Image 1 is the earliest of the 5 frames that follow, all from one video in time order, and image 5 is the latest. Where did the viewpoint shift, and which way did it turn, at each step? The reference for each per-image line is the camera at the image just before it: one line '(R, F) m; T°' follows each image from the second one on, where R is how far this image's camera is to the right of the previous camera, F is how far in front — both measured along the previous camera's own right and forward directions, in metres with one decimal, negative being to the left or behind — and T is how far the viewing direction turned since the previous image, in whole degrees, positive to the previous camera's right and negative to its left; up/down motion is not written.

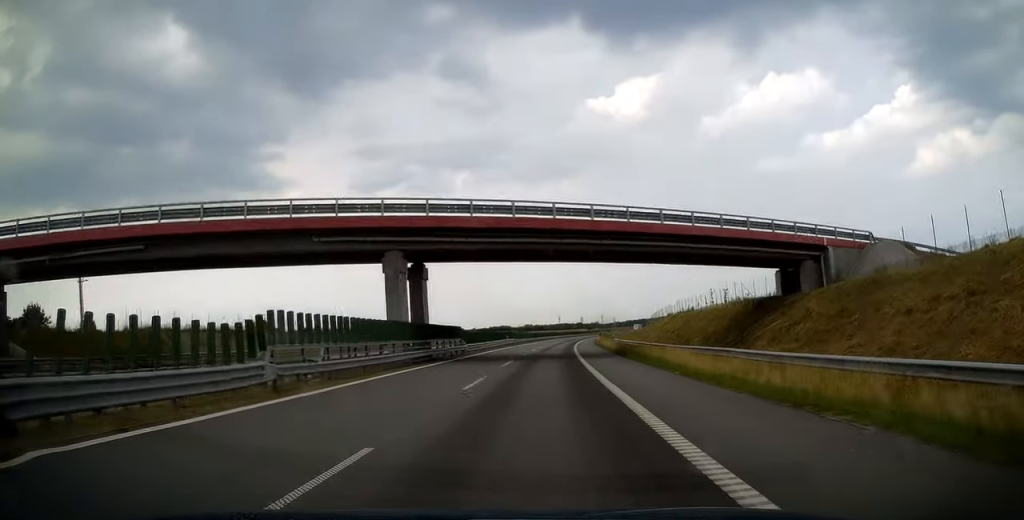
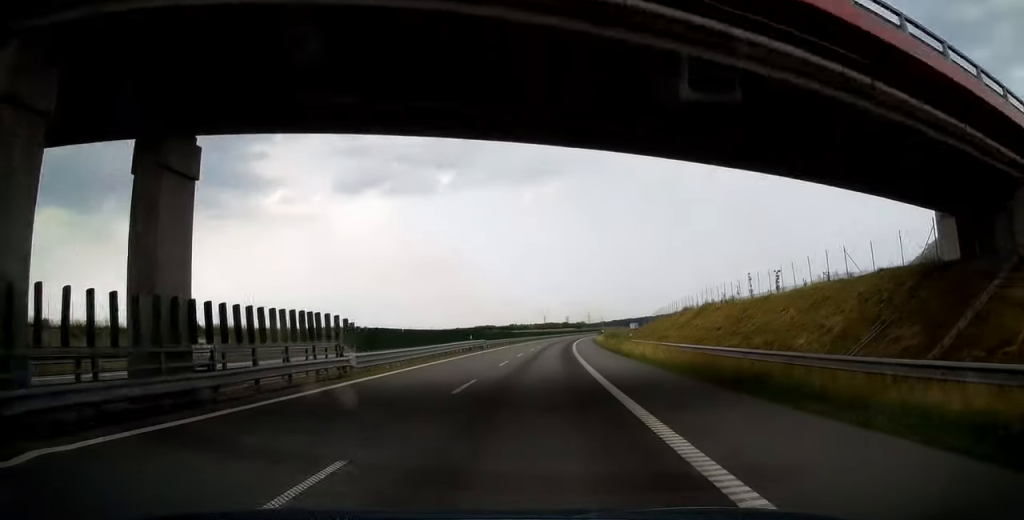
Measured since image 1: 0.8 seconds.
(+0.6, +24.8) m; +1°
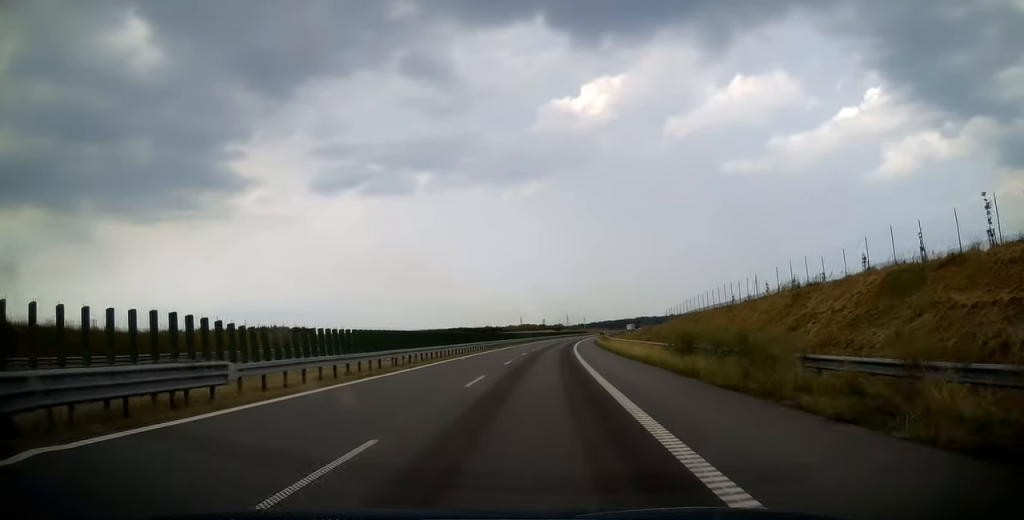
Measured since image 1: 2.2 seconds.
(+0.7, +45.9) m; +2°
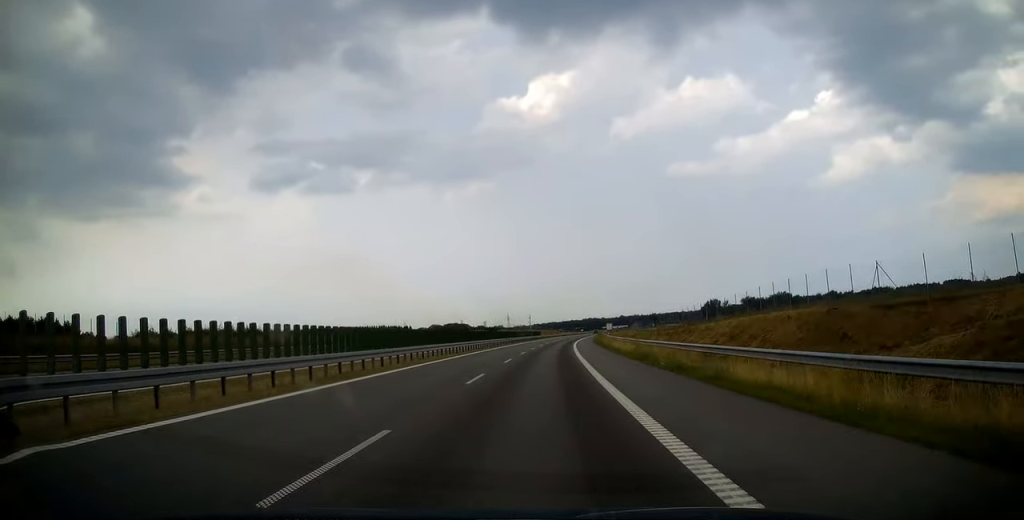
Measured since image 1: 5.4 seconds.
(+4.8, +106.1) m; +5°
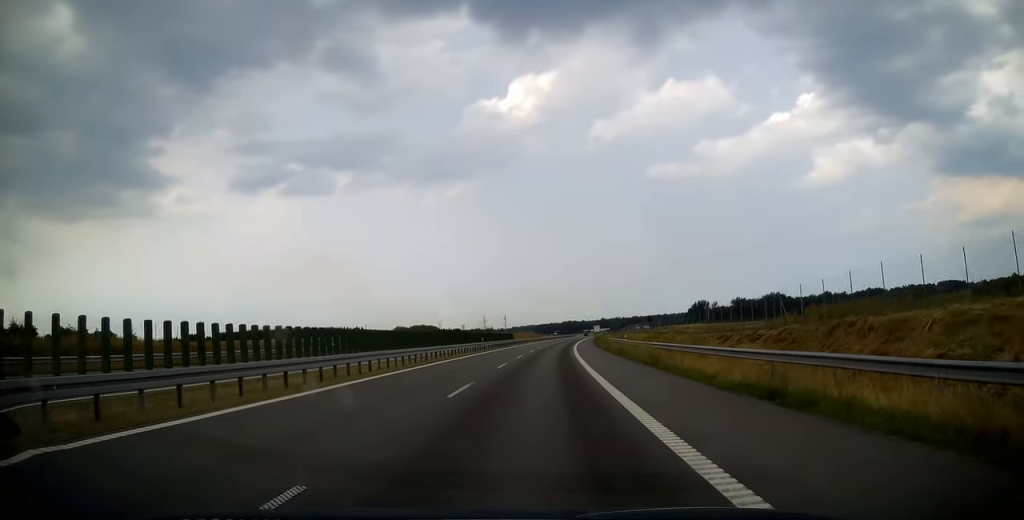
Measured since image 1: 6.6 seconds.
(+0.7, +38.9) m; +2°
